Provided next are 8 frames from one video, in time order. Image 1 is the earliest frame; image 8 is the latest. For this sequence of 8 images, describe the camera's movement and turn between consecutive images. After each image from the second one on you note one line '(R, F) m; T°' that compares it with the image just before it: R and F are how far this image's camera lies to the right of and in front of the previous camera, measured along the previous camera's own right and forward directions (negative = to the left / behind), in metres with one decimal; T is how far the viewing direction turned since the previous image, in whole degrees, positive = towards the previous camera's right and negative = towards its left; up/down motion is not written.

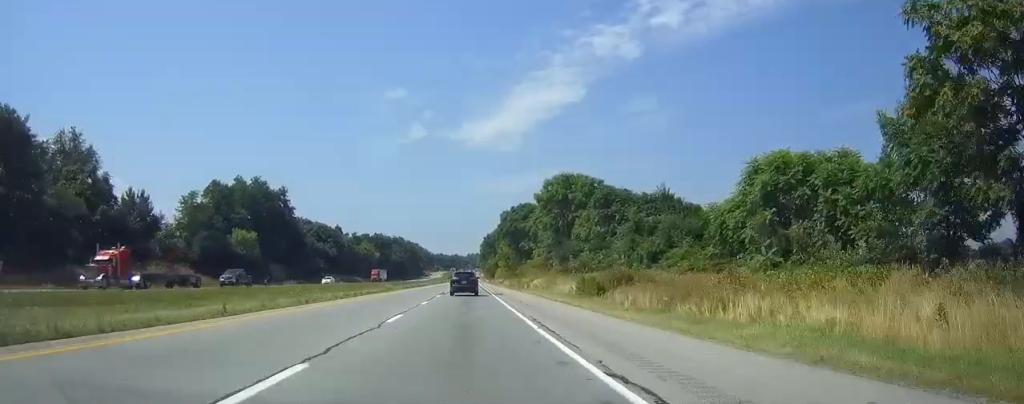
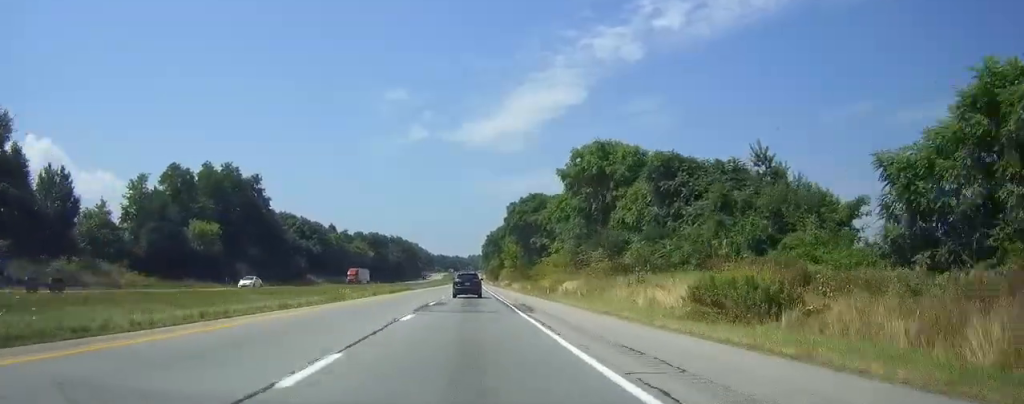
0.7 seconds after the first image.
(-0.1, +22.9) m; 0°
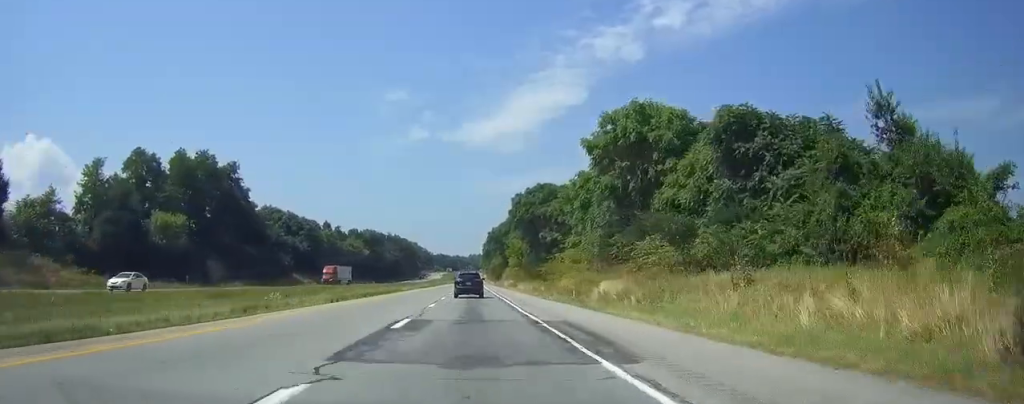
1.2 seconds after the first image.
(0.0, +15.3) m; 0°
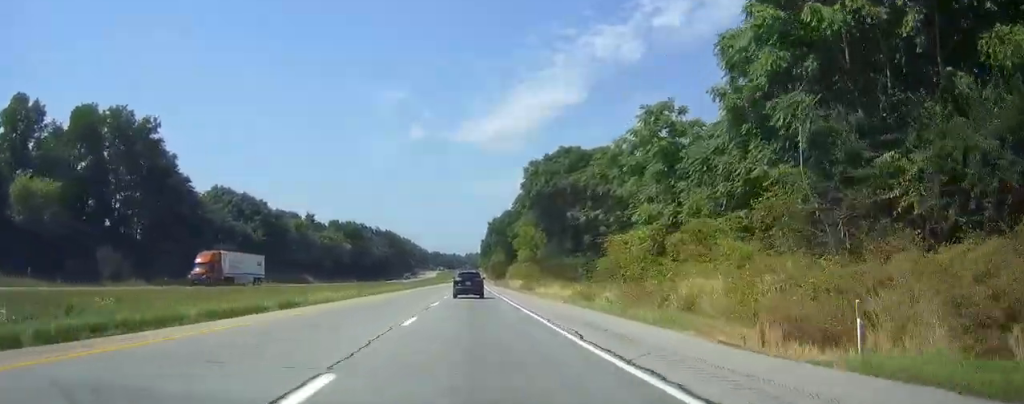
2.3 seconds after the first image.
(0.0, +36.0) m; 0°
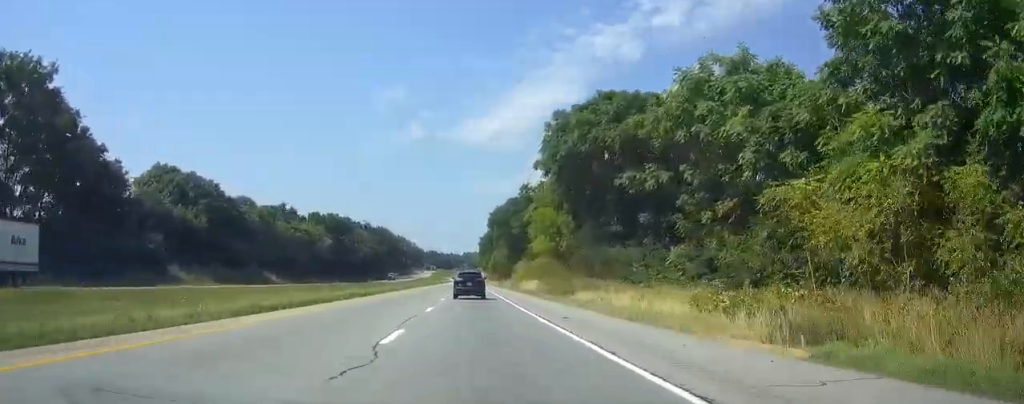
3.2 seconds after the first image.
(0.0, +29.4) m; 0°
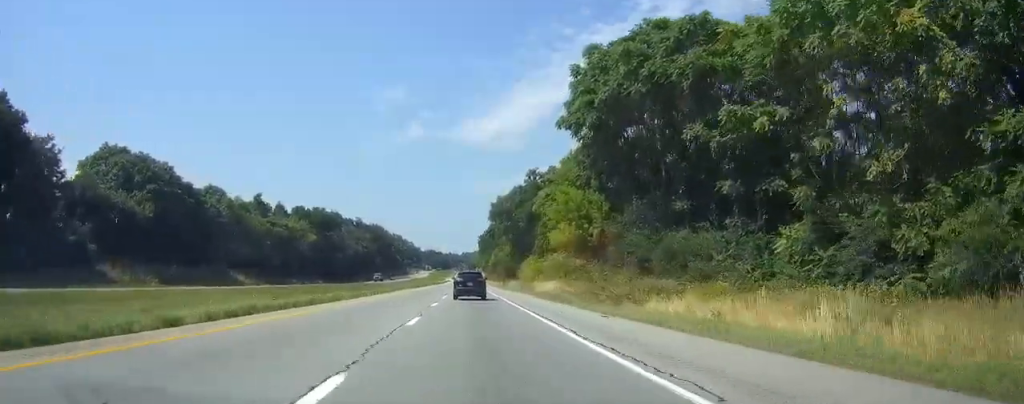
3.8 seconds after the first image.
(0.0, +19.6) m; 0°
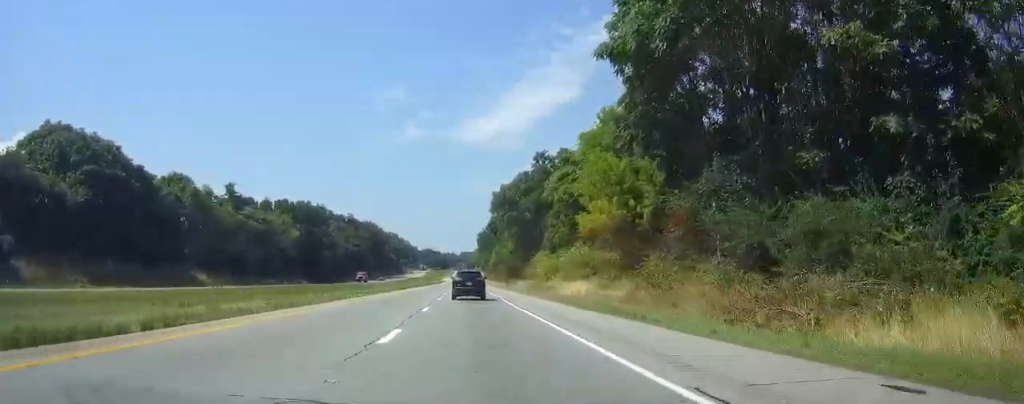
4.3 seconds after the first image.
(0.0, +17.3) m; 0°
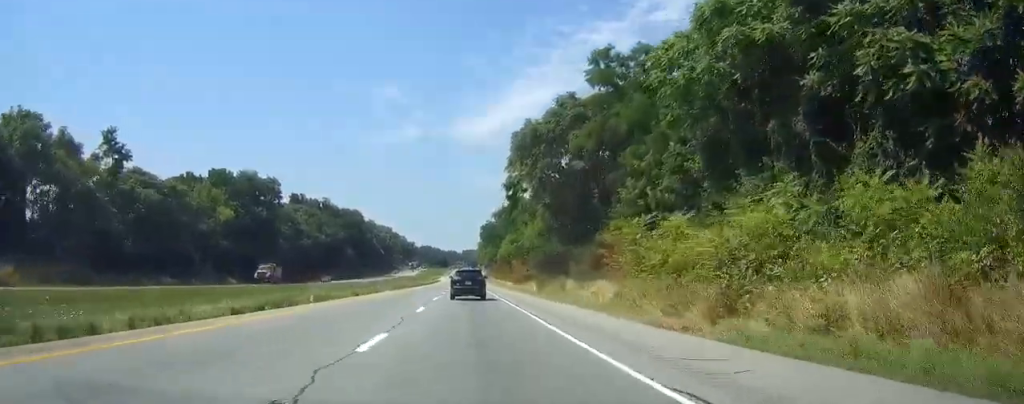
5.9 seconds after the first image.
(+0.1, +50.7) m; 0°
